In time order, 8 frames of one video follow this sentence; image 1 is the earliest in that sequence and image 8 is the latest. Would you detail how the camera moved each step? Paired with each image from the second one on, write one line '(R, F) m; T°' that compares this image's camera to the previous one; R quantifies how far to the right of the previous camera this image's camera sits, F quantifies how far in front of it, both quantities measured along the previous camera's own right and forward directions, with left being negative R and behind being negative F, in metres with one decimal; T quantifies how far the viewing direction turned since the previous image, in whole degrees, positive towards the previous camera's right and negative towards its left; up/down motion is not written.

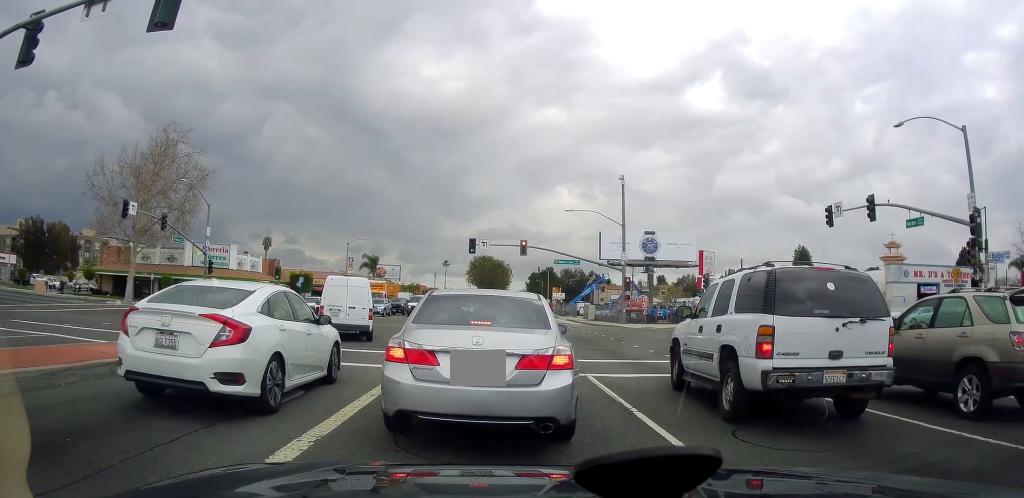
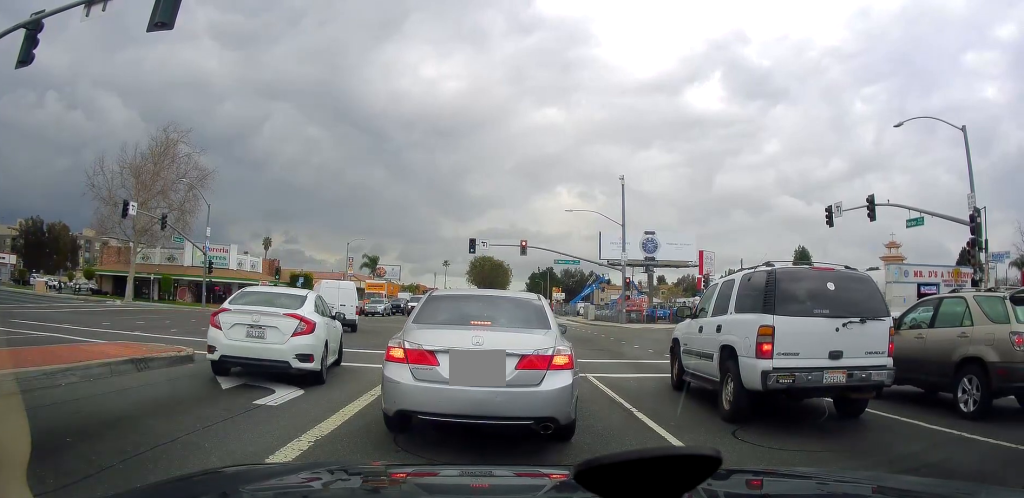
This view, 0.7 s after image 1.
(0.0, 0.0) m; 0°
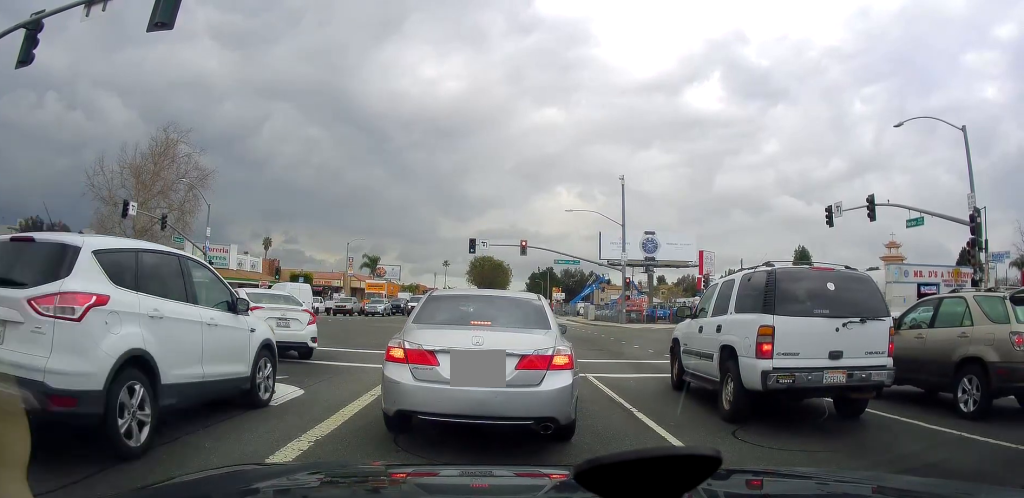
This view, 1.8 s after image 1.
(0.0, 0.0) m; 0°
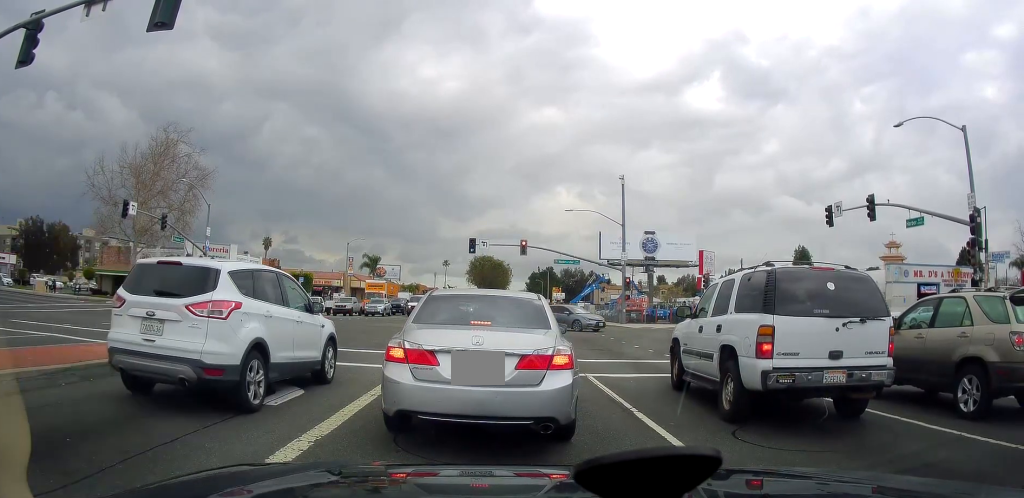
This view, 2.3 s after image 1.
(0.0, 0.0) m; 0°
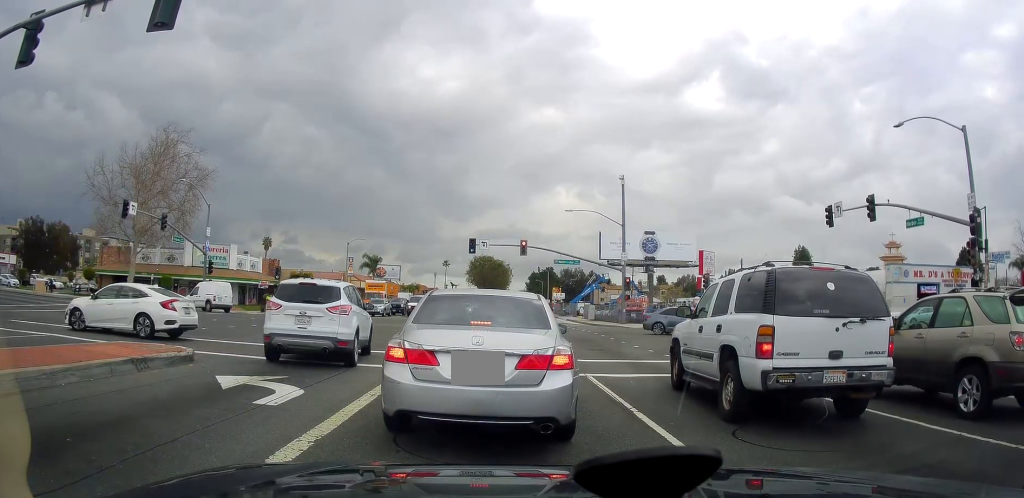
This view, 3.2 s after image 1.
(0.0, 0.0) m; 0°
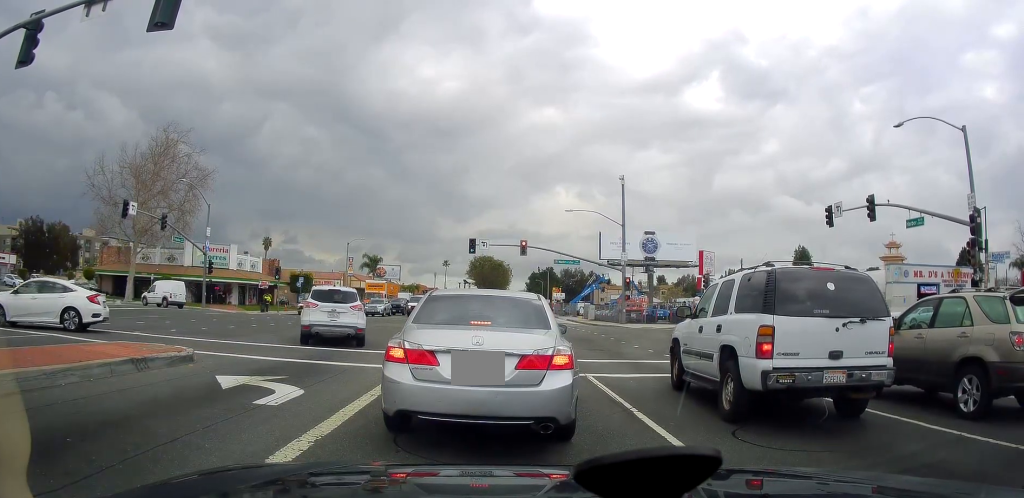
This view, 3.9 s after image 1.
(0.0, 0.0) m; 0°
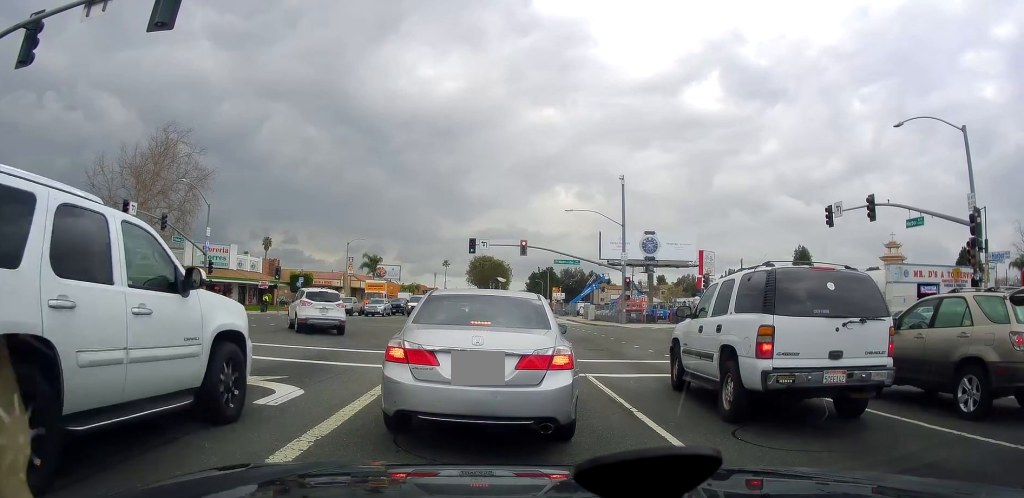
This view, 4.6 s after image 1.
(0.0, 0.0) m; 0°
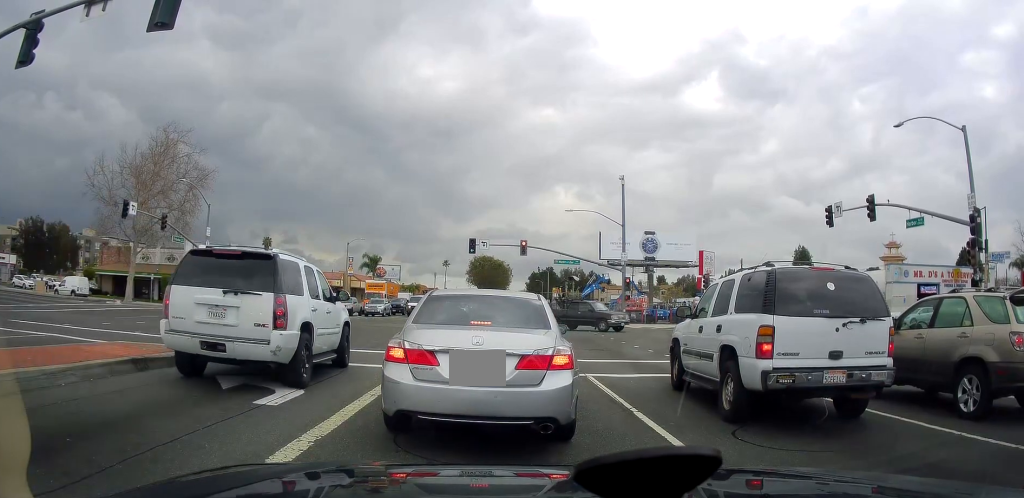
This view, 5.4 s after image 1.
(0.0, 0.0) m; 0°
